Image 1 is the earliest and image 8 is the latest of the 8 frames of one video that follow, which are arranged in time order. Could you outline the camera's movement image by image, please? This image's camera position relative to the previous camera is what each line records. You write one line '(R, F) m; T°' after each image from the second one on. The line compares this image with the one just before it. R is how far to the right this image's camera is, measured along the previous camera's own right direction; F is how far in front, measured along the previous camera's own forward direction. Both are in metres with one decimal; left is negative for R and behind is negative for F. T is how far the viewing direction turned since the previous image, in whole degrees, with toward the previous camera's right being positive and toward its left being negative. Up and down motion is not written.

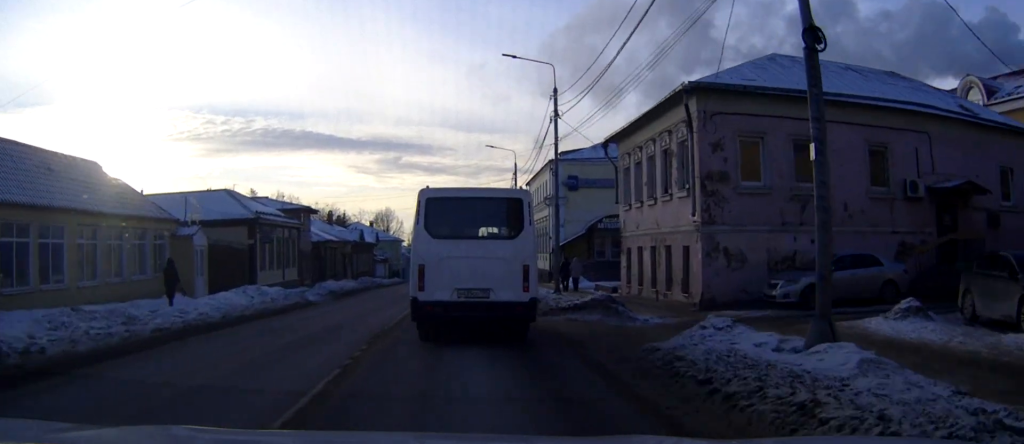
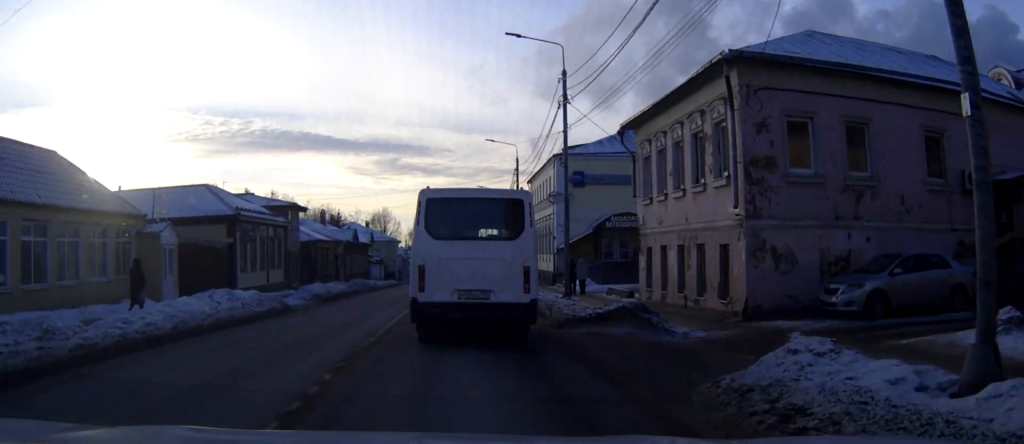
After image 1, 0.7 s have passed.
(0.0, +3.6) m; +1°
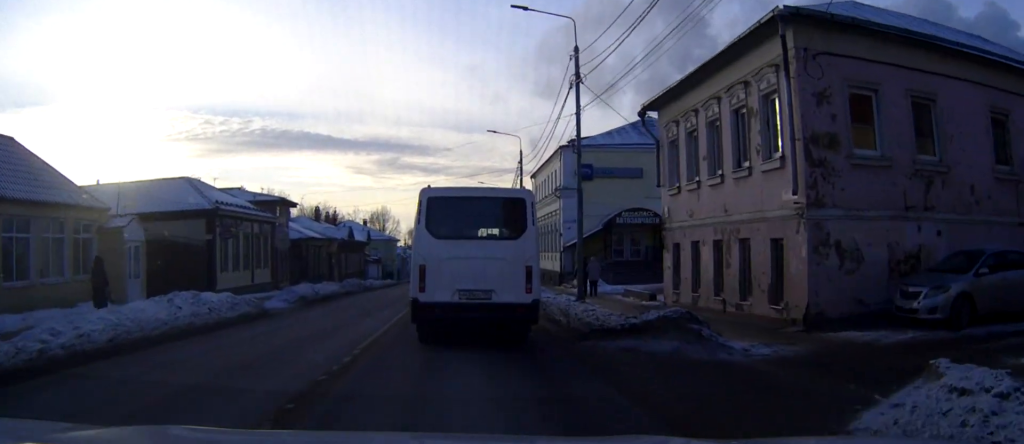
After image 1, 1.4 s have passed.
(0.0, +3.5) m; 0°
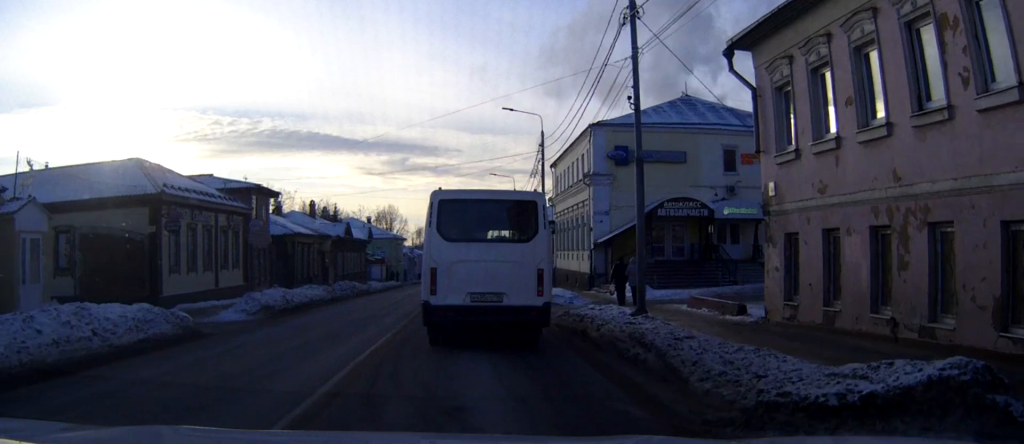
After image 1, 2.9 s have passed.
(0.0, +8.2) m; -1°
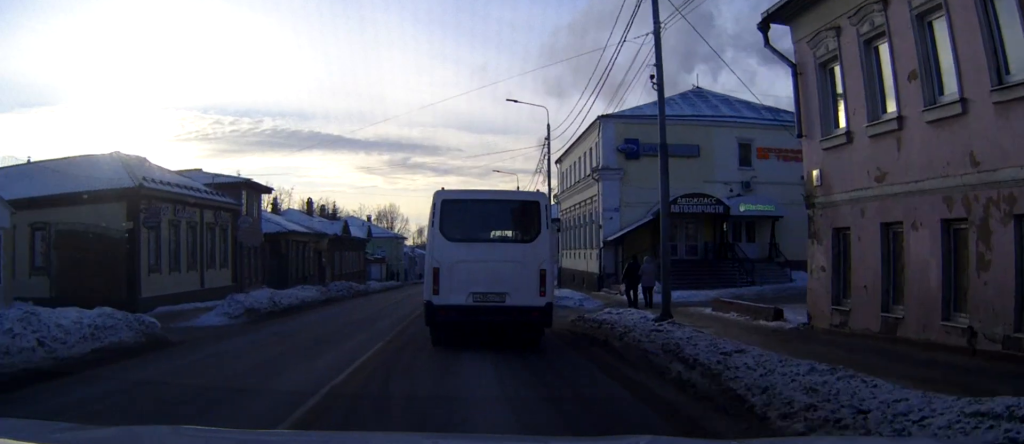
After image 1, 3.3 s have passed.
(0.0, +2.3) m; 0°
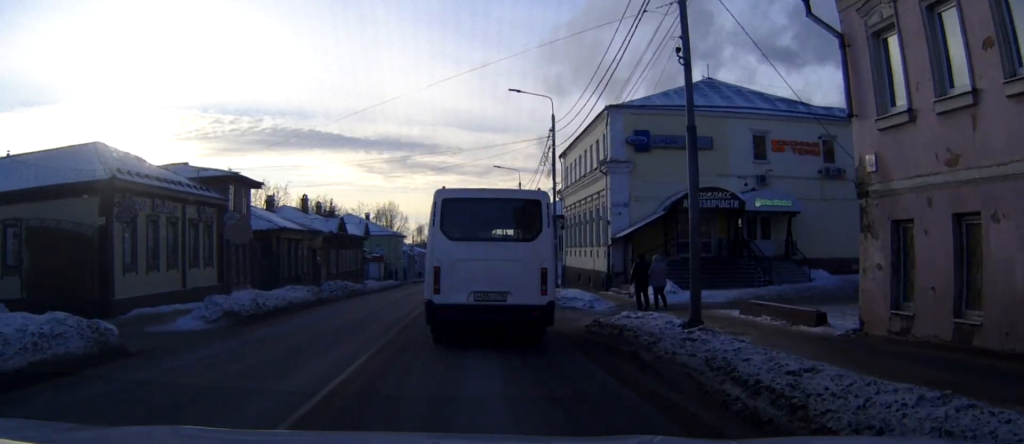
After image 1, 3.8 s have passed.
(0.0, +2.3) m; 0°
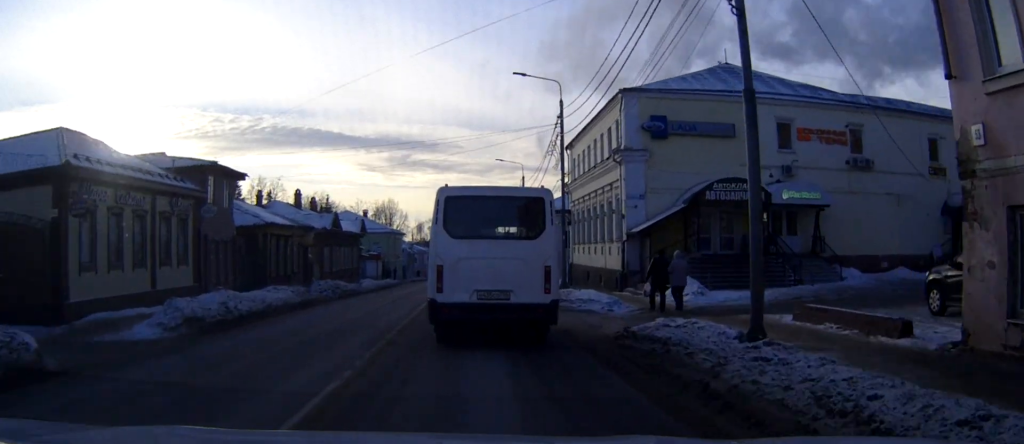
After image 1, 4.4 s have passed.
(0.0, +3.3) m; 0°
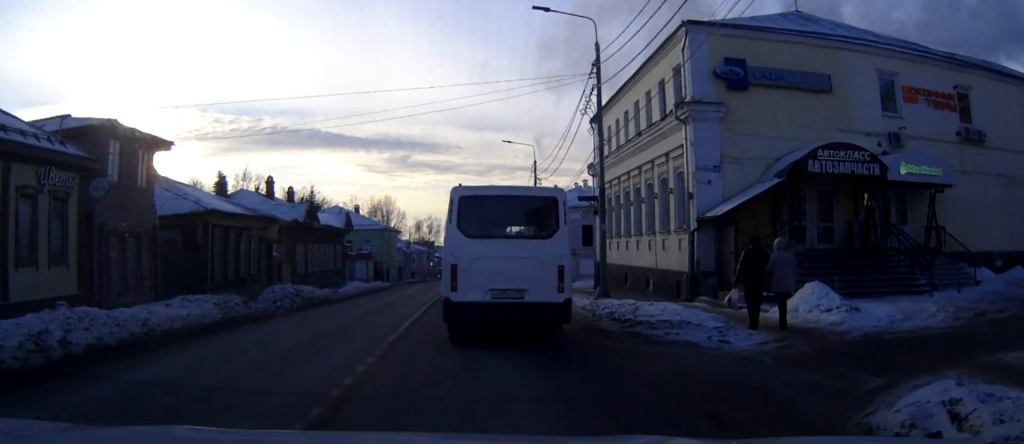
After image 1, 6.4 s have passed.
(+0.1, +10.2) m; 0°
